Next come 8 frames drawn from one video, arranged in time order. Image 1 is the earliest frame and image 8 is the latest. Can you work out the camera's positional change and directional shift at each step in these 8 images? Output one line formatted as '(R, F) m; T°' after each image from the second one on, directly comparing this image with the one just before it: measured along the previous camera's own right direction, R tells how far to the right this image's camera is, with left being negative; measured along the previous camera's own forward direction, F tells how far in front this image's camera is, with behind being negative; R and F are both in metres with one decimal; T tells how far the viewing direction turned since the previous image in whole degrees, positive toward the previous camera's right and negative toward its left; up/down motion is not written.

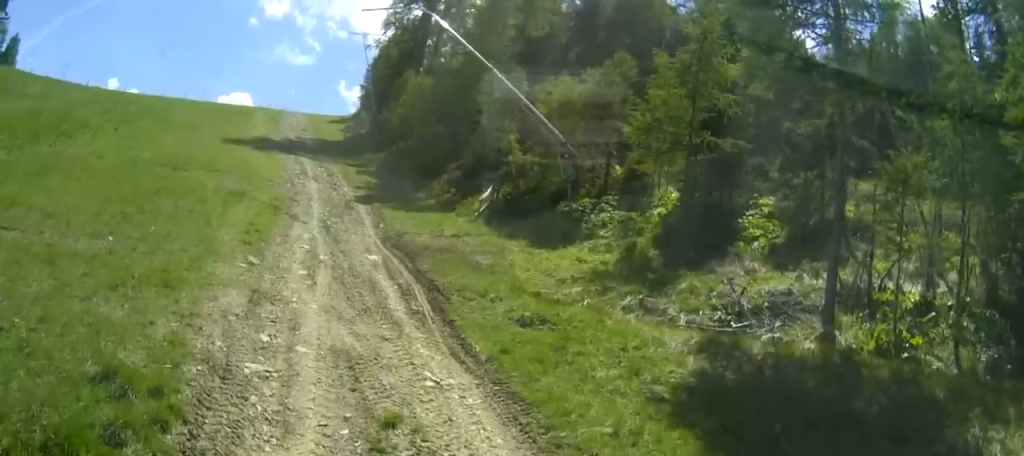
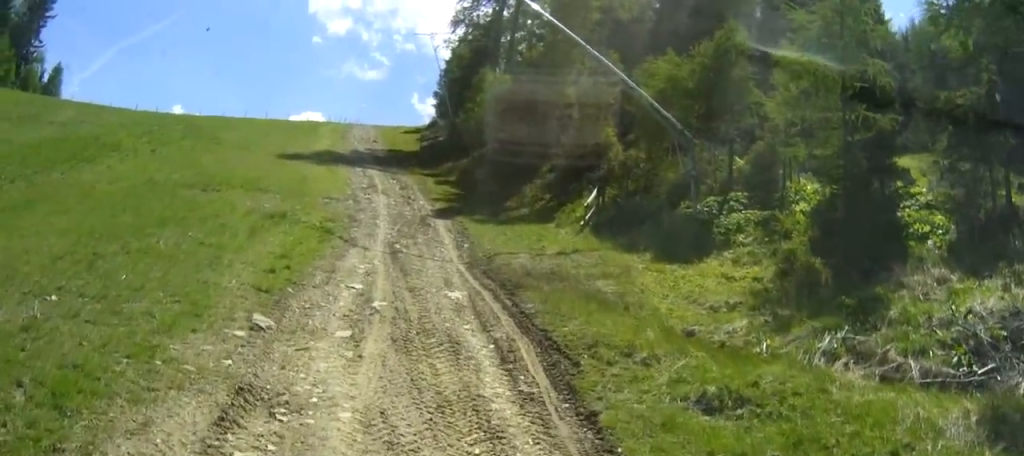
(-0.4, +3.3) m; -9°
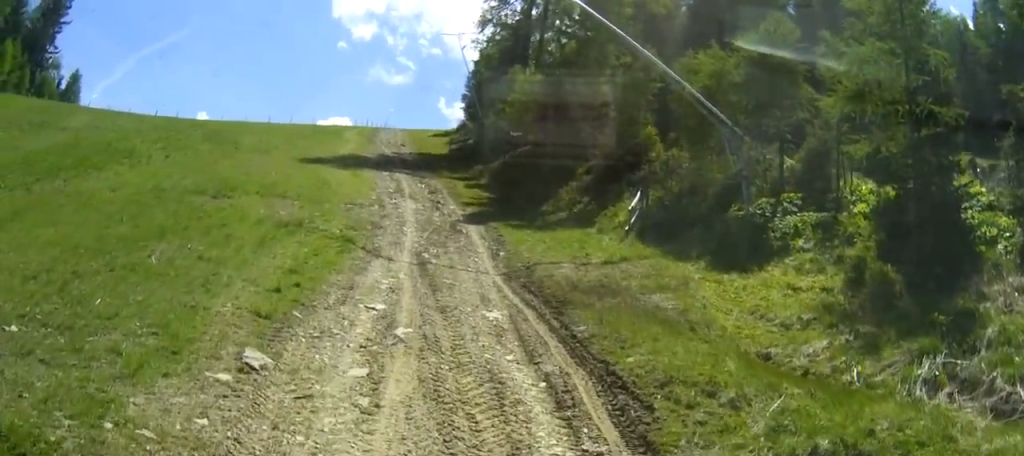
(0.0, +1.2) m; +1°
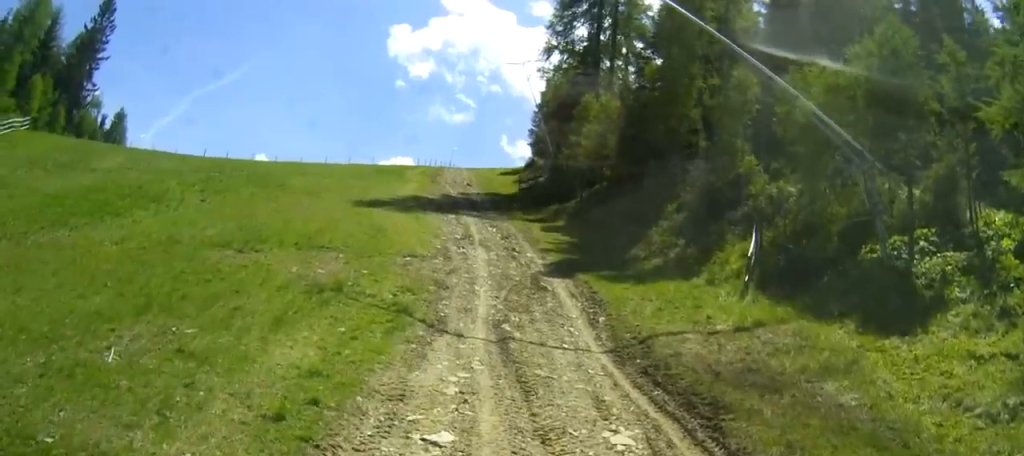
(-0.2, +3.2) m; -2°
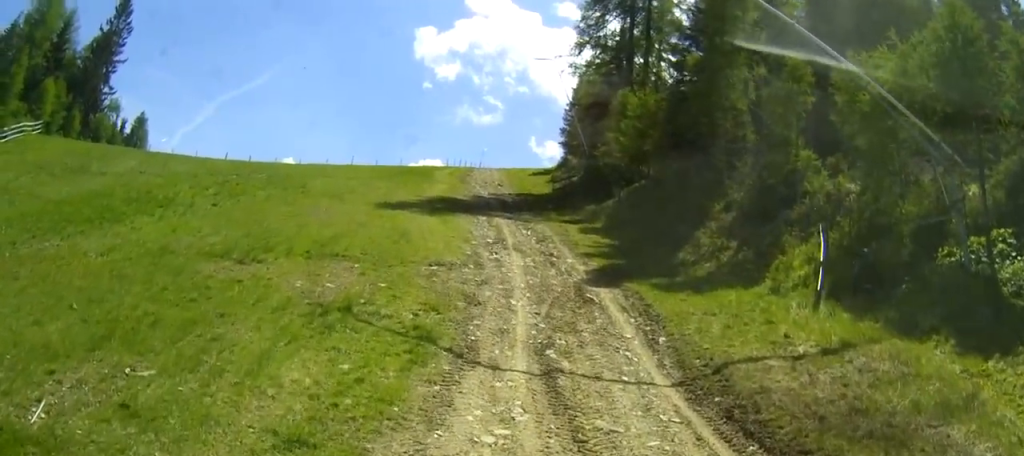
(+0.1, +1.9) m; +3°
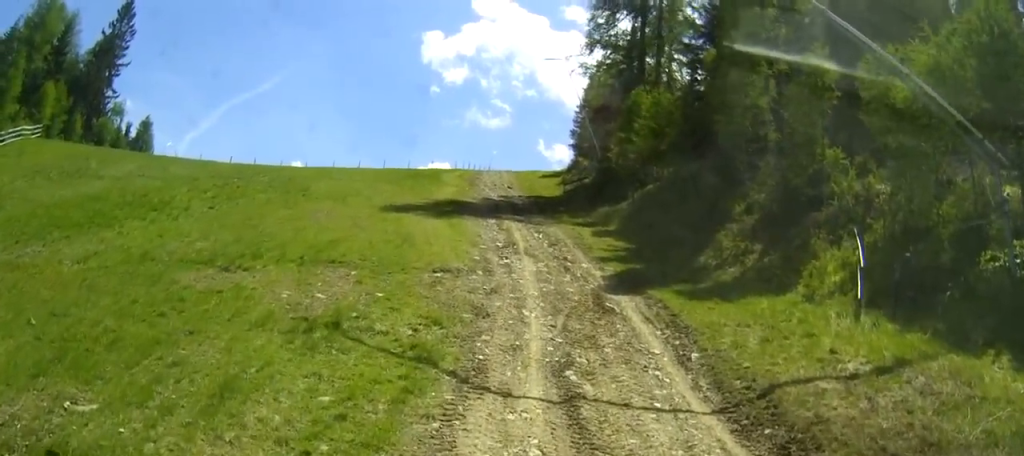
(0.0, +1.2) m; +2°
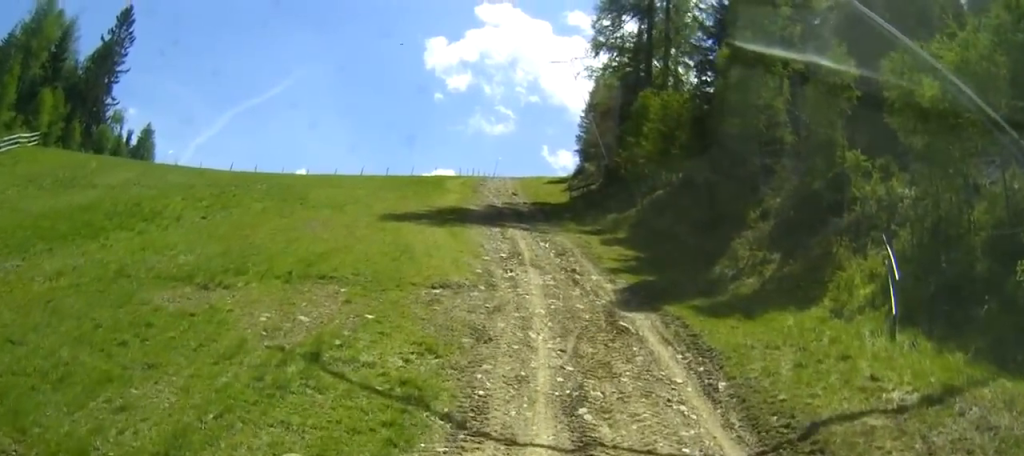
(0.0, +1.1) m; 0°
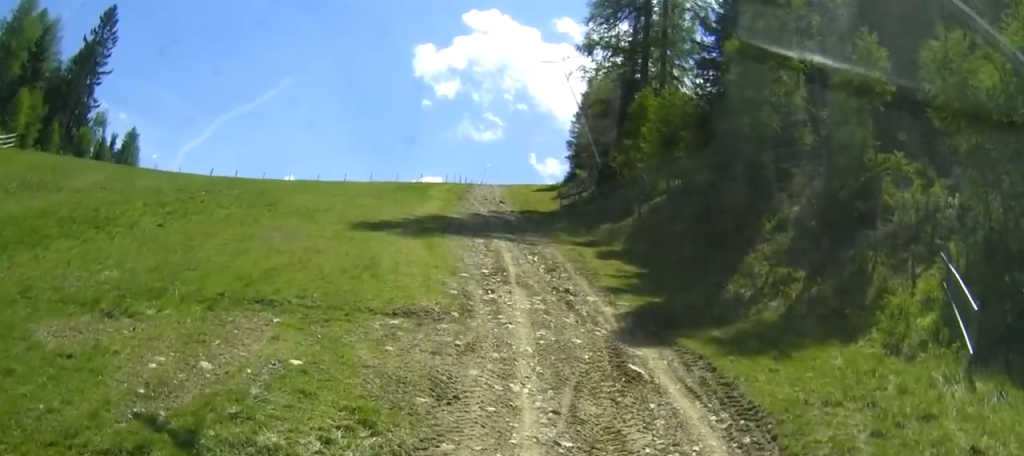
(0.0, +2.6) m; +3°
